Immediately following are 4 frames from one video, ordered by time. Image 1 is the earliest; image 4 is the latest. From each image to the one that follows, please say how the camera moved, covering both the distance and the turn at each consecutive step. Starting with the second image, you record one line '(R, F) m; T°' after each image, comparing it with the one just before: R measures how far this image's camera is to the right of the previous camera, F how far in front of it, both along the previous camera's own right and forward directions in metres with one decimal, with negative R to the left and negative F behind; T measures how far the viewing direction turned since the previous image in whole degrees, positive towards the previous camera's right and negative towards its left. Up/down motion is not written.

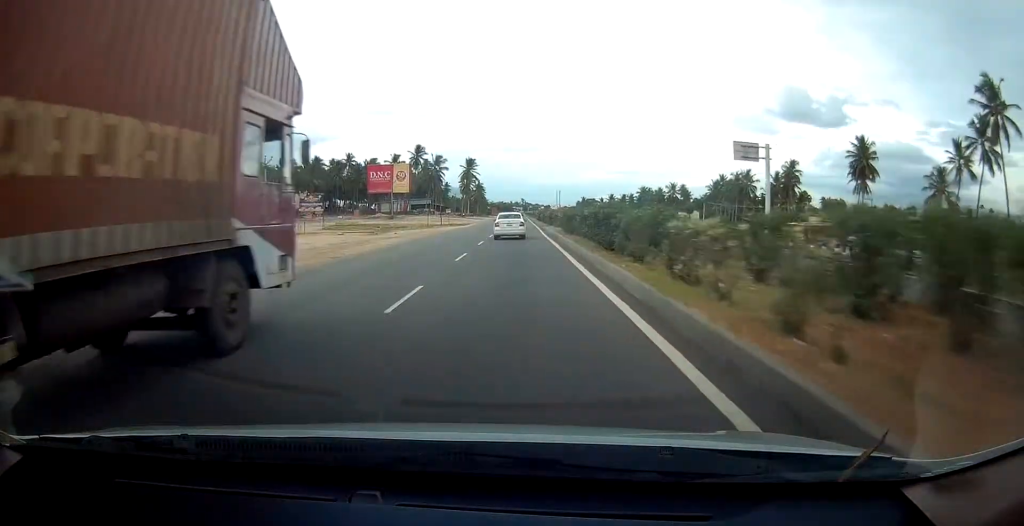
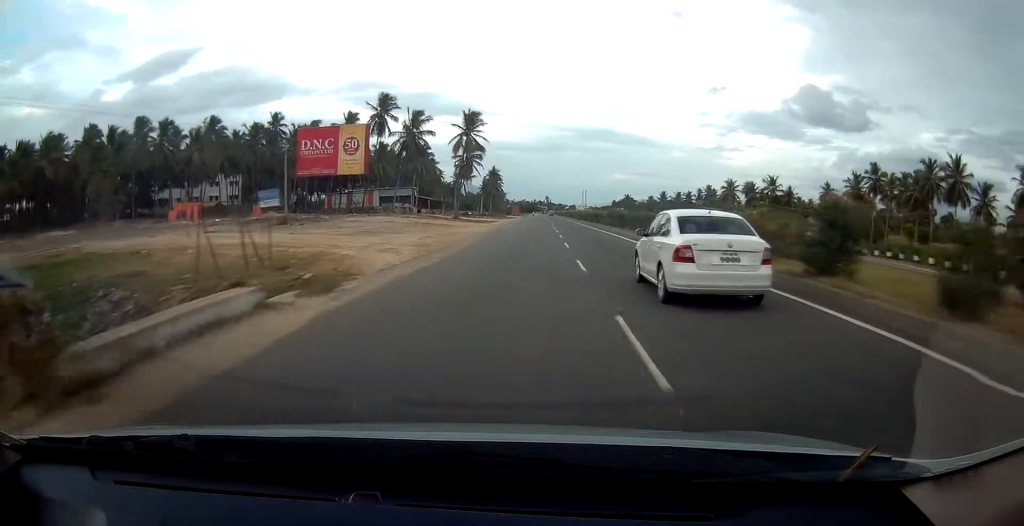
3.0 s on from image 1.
(-2.0, +67.1) m; -2°
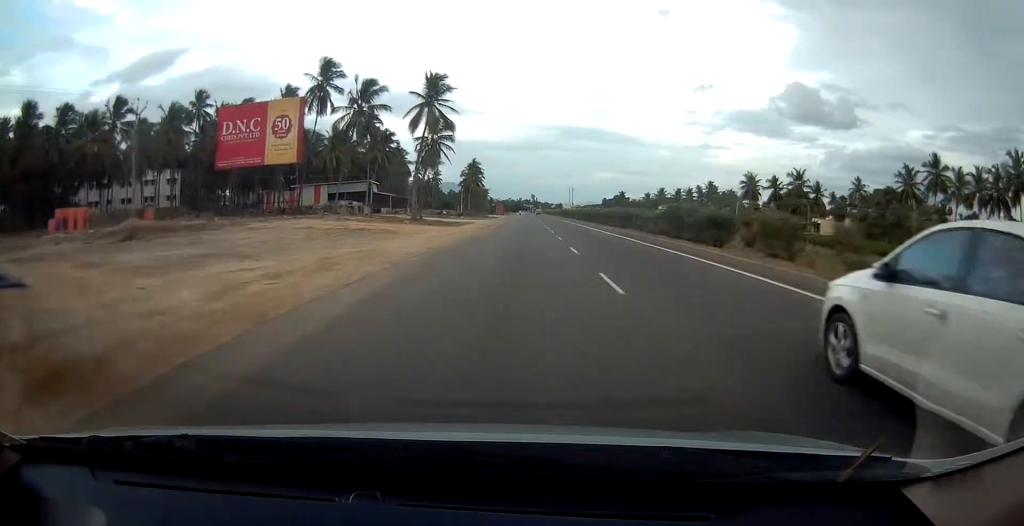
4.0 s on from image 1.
(-0.1, +22.2) m; +1°
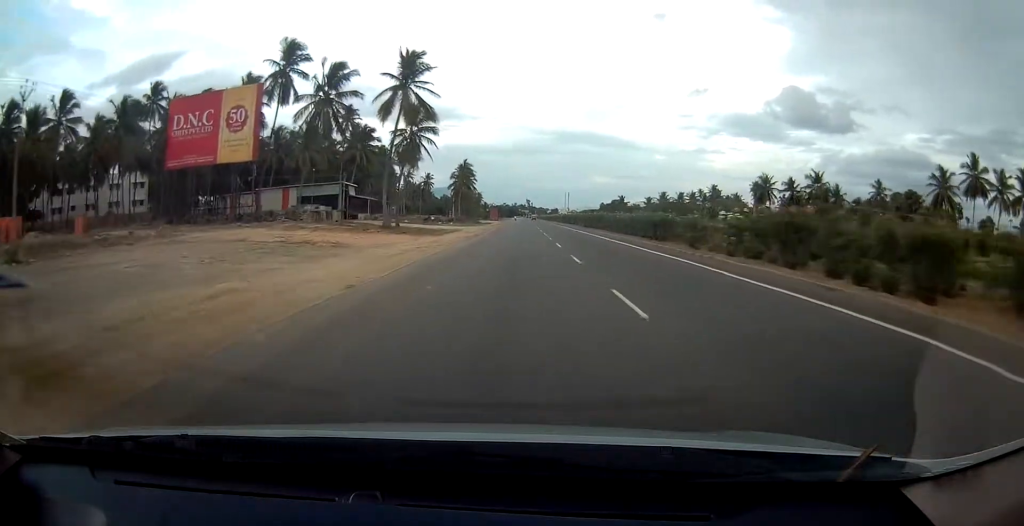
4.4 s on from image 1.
(+0.1, +10.7) m; +1°
